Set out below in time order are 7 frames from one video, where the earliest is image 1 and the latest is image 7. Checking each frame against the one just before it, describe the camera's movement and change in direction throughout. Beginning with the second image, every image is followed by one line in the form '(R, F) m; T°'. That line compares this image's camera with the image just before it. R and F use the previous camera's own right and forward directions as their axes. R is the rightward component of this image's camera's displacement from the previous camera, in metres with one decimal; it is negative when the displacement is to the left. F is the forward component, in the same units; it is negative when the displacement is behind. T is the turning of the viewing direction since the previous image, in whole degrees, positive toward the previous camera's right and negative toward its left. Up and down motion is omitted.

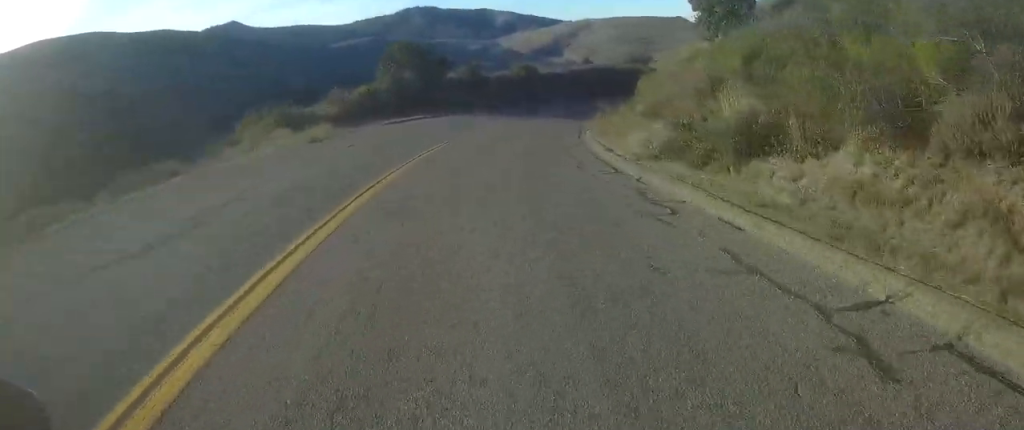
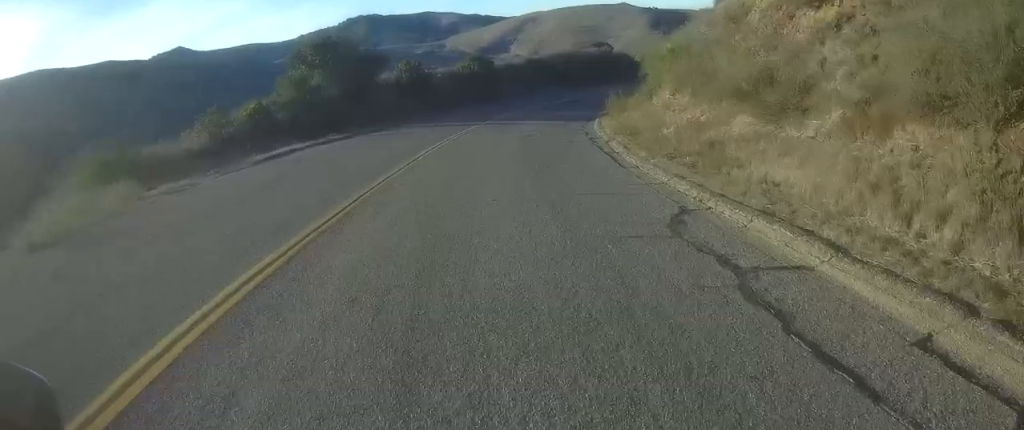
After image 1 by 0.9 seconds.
(0.0, +16.4) m; +1°
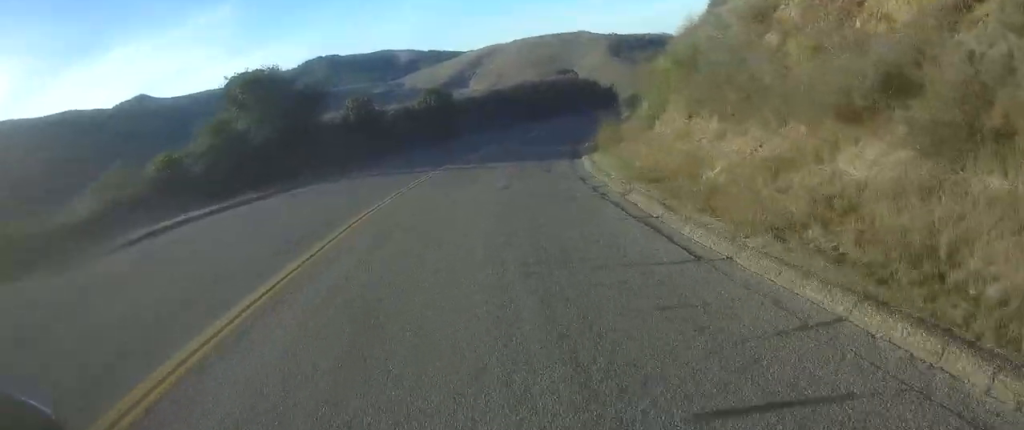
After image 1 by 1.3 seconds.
(-0.1, +6.9) m; +1°
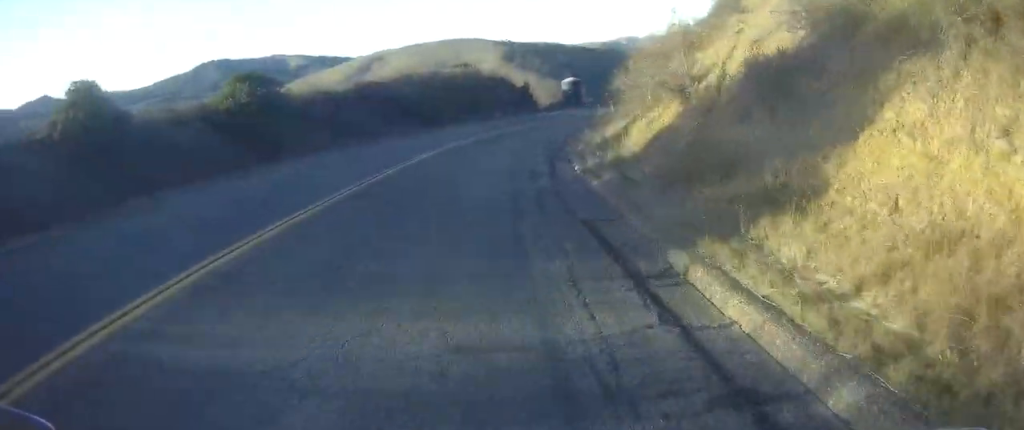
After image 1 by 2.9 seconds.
(+1.5, +27.5) m; +6°
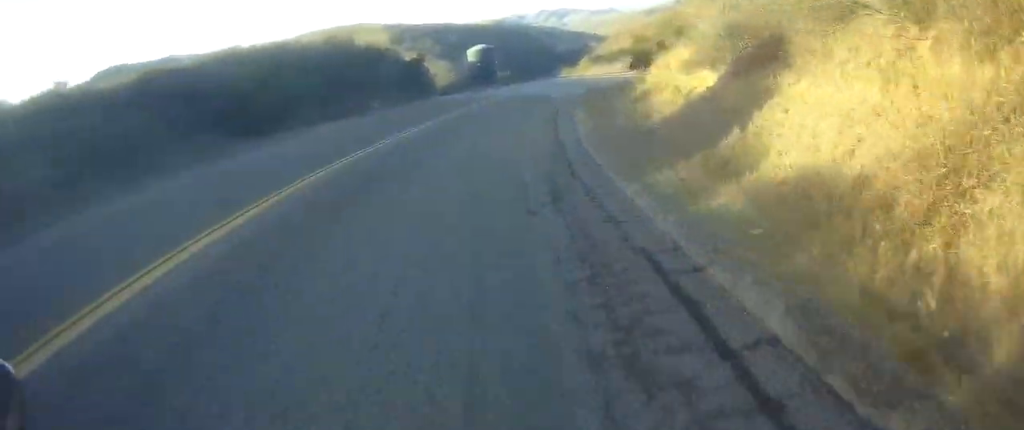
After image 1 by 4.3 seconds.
(+1.1, +22.9) m; +7°
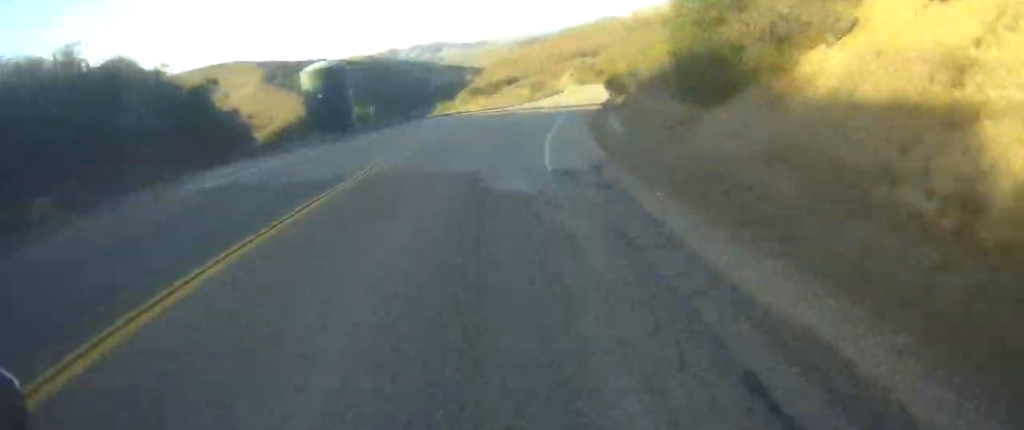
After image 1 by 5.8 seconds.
(+1.5, +24.2) m; +6°
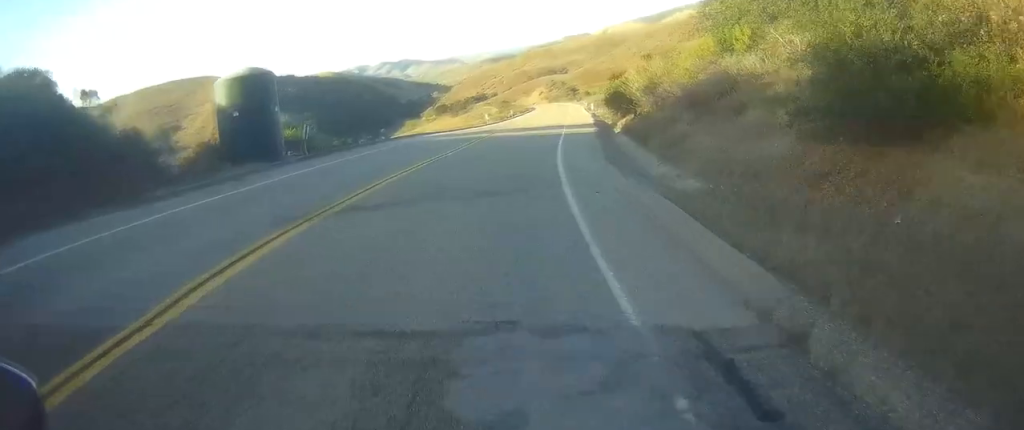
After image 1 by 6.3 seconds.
(+0.2, +7.5) m; +4°
